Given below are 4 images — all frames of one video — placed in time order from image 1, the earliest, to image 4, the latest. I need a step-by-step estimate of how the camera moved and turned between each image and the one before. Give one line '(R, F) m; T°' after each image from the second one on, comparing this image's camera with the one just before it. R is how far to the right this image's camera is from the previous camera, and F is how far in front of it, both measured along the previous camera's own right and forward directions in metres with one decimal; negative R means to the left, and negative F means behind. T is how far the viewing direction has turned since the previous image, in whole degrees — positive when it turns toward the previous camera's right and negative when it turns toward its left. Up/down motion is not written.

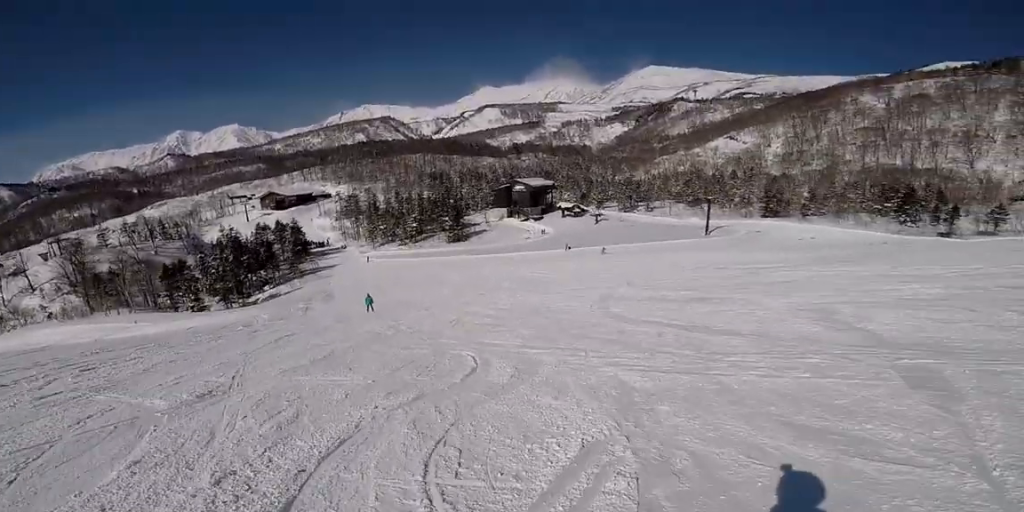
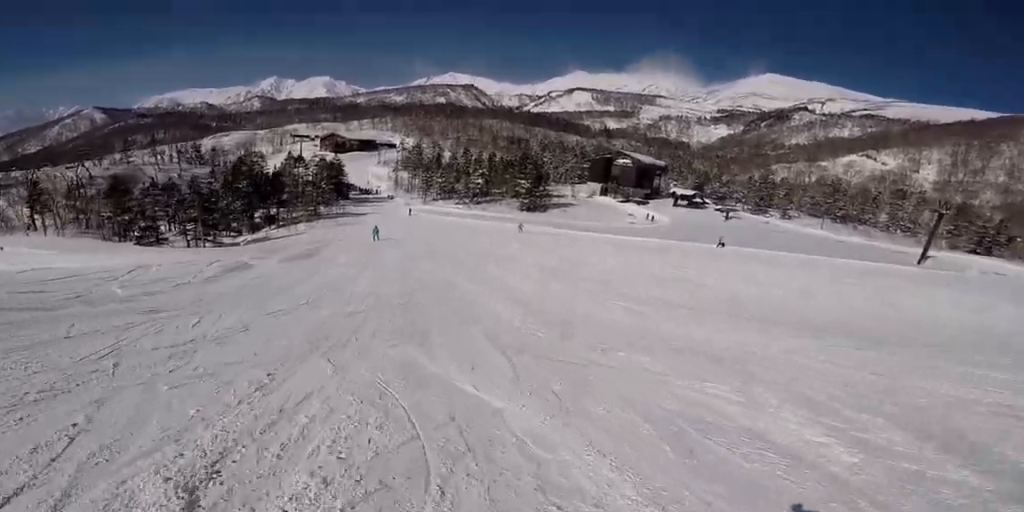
(-0.7, +31.1) m; -9°
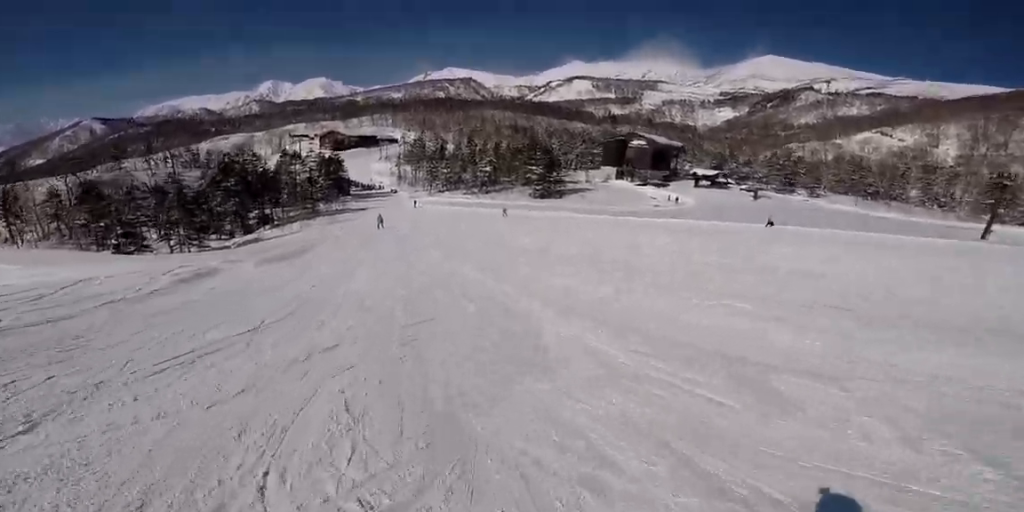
(+0.1, +6.0) m; +1°
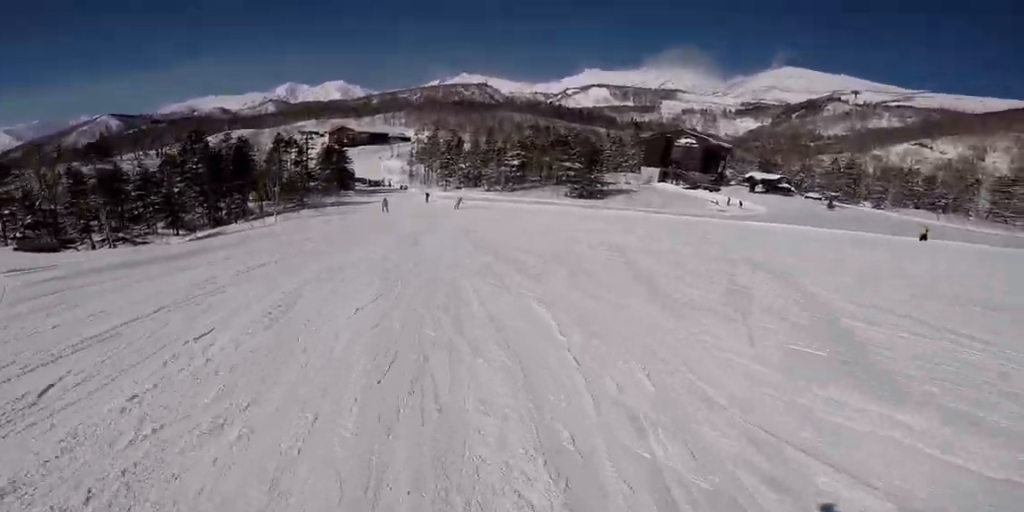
(+0.1, +13.4) m; 0°
